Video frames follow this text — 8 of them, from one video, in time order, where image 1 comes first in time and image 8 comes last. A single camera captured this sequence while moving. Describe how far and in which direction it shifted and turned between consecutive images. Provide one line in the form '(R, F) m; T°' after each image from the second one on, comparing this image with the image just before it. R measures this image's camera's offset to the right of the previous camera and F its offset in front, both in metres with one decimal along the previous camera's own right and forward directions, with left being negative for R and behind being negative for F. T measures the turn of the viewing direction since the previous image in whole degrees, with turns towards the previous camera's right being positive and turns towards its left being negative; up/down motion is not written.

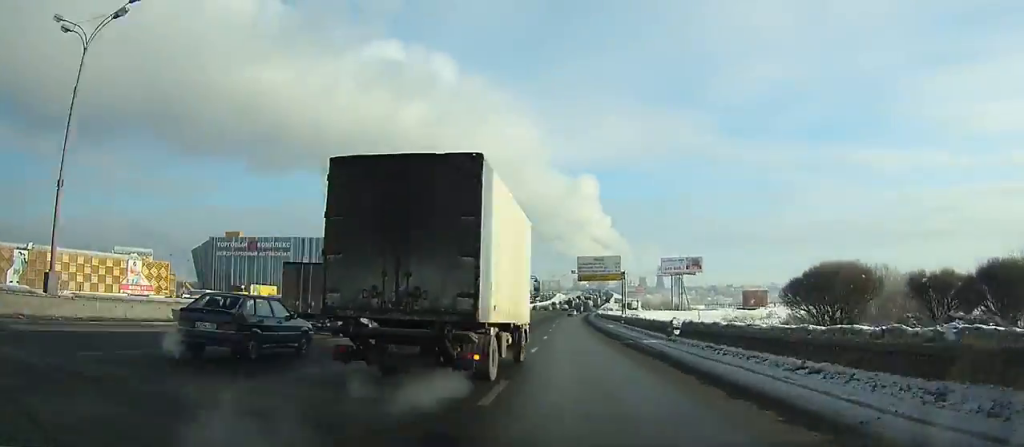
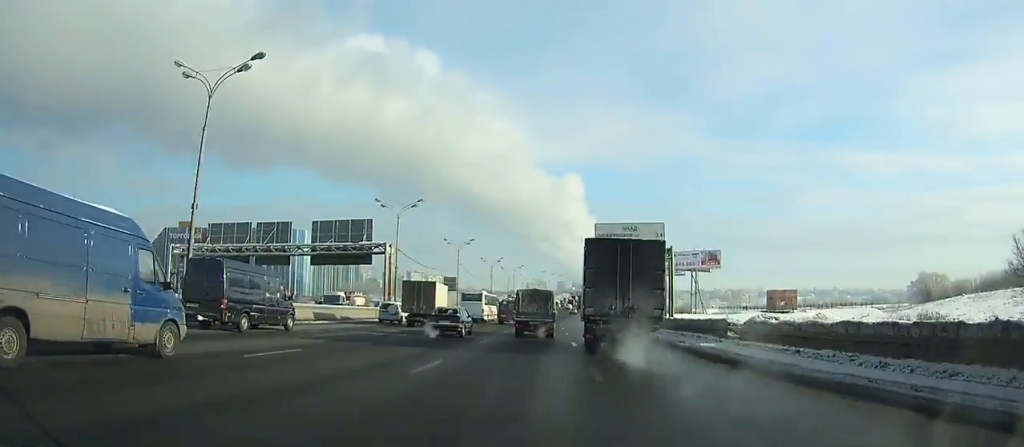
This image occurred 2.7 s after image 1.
(+1.7, +32.8) m; +4°
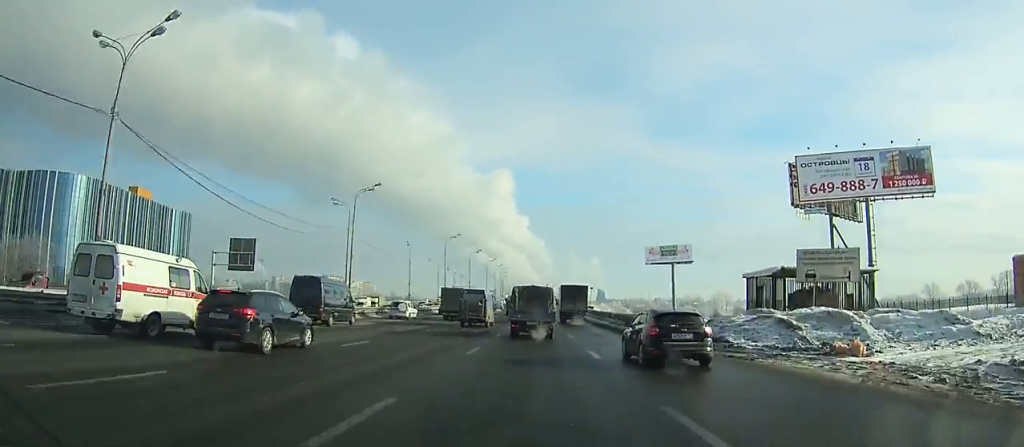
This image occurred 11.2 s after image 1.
(+5.8, +114.0) m; +6°
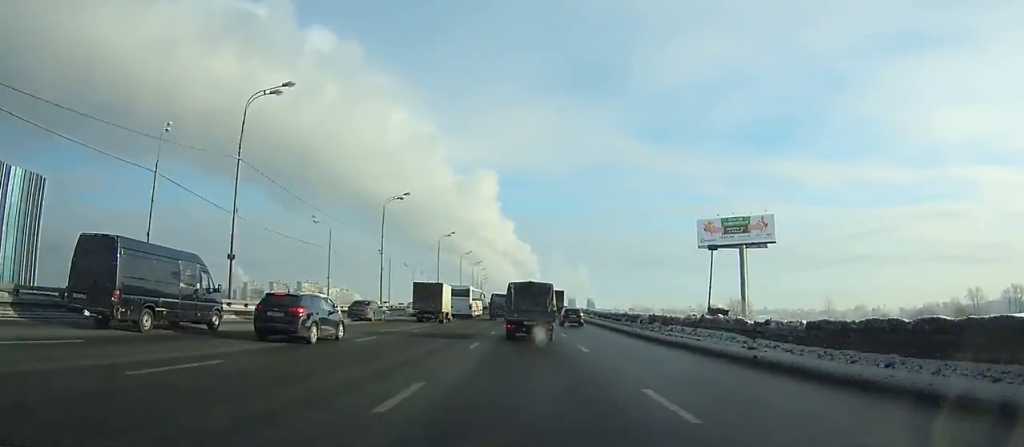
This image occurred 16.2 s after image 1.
(+1.5, +68.3) m; +2°
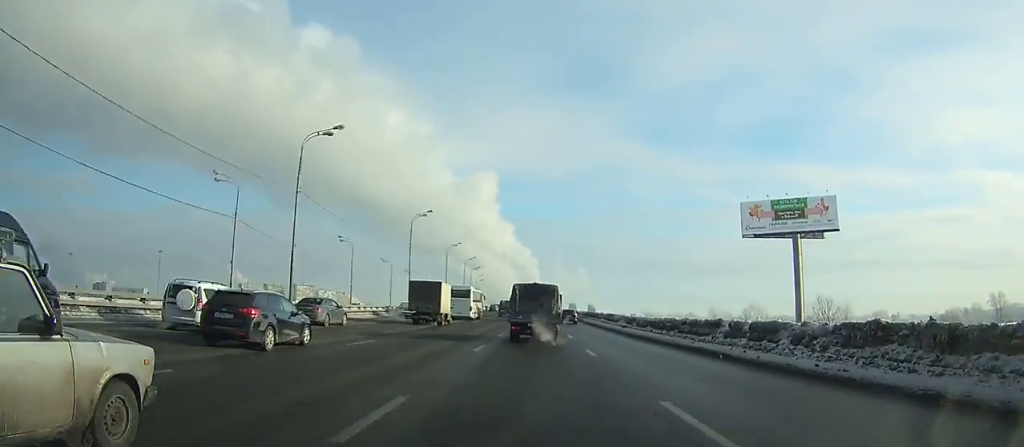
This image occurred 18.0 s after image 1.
(+0.1, +23.9) m; 0°
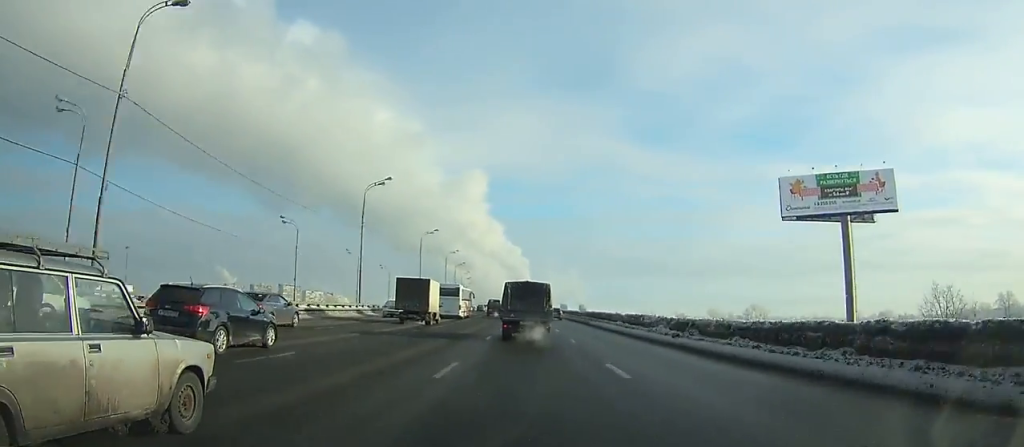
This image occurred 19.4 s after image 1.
(0.0, +18.5) m; 0°
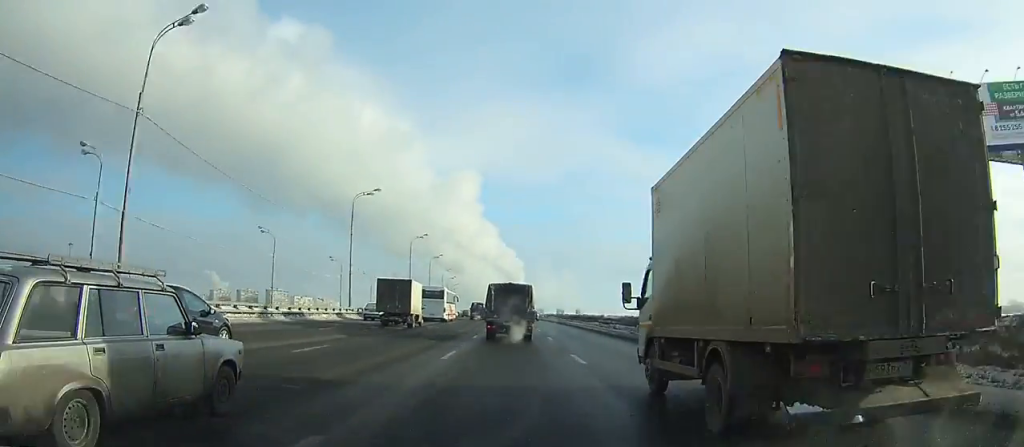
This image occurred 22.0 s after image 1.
(+0.2, +33.8) m; 0°
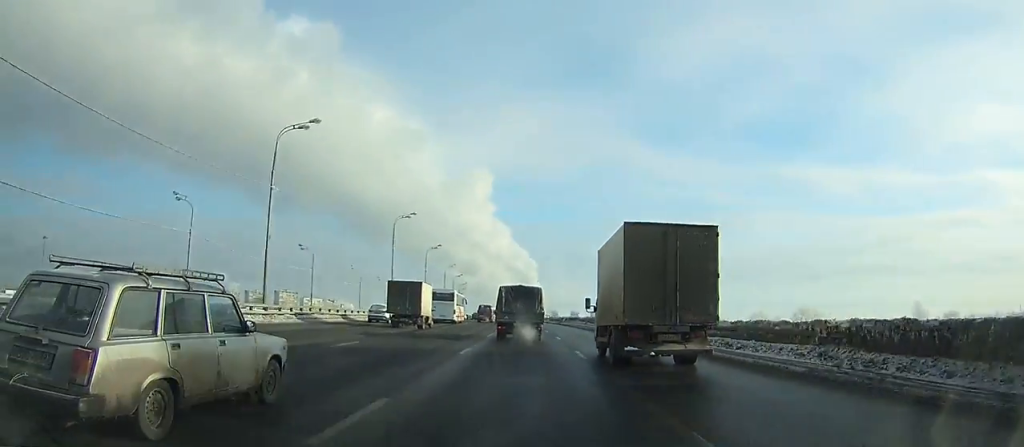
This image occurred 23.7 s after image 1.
(-0.1, +22.0) m; 0°
